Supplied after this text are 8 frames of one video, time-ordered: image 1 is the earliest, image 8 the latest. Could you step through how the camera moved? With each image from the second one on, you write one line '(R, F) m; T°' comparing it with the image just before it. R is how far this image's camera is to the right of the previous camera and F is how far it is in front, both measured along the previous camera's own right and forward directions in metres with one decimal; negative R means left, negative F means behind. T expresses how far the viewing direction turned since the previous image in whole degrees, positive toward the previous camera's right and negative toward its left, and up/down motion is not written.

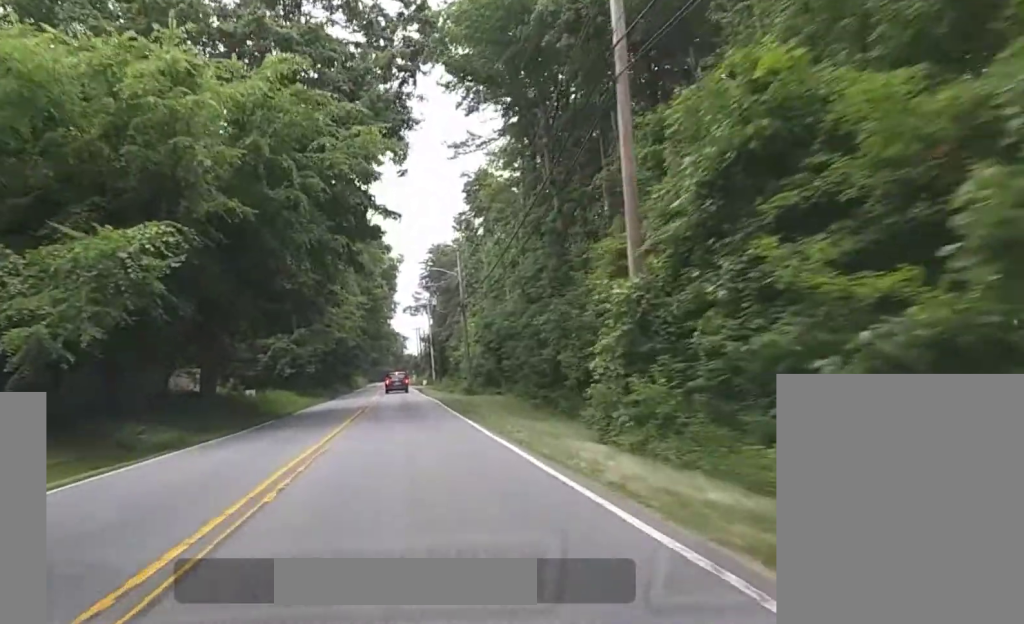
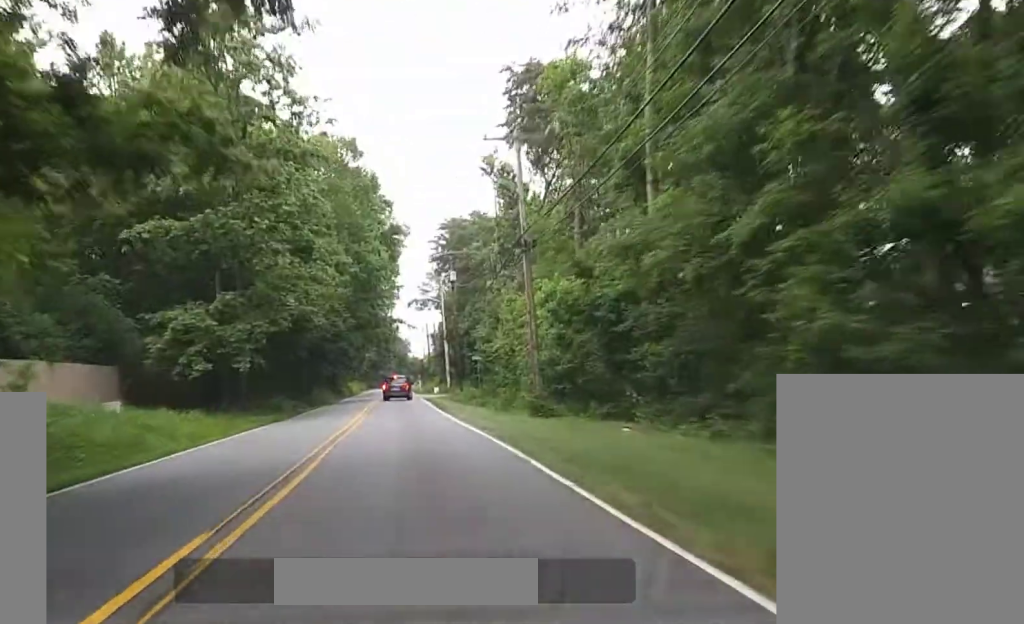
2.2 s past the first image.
(0.0, +35.5) m; 0°
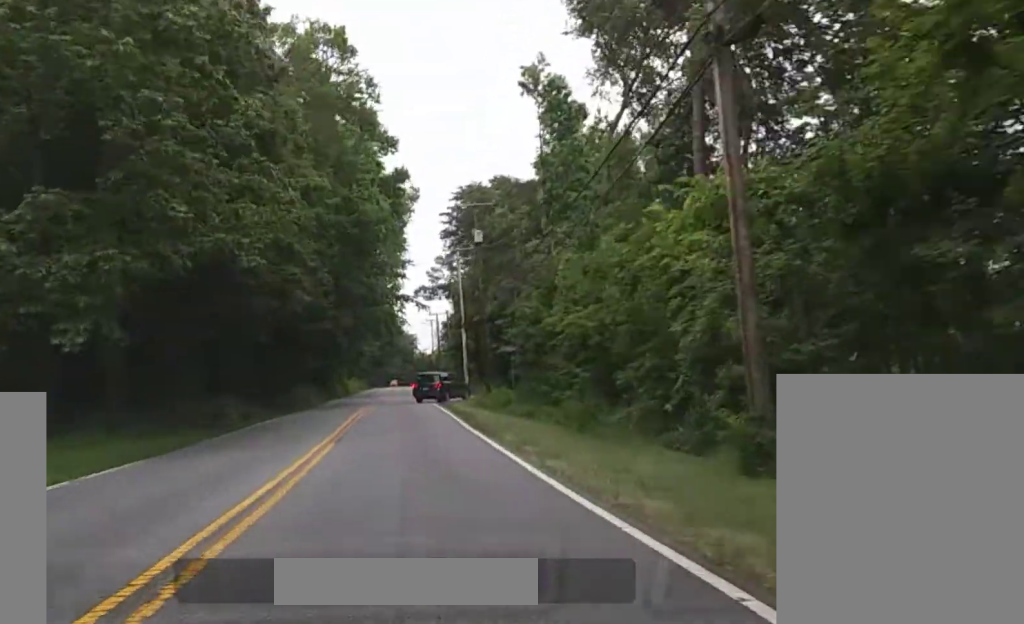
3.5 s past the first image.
(0.0, +22.8) m; 0°
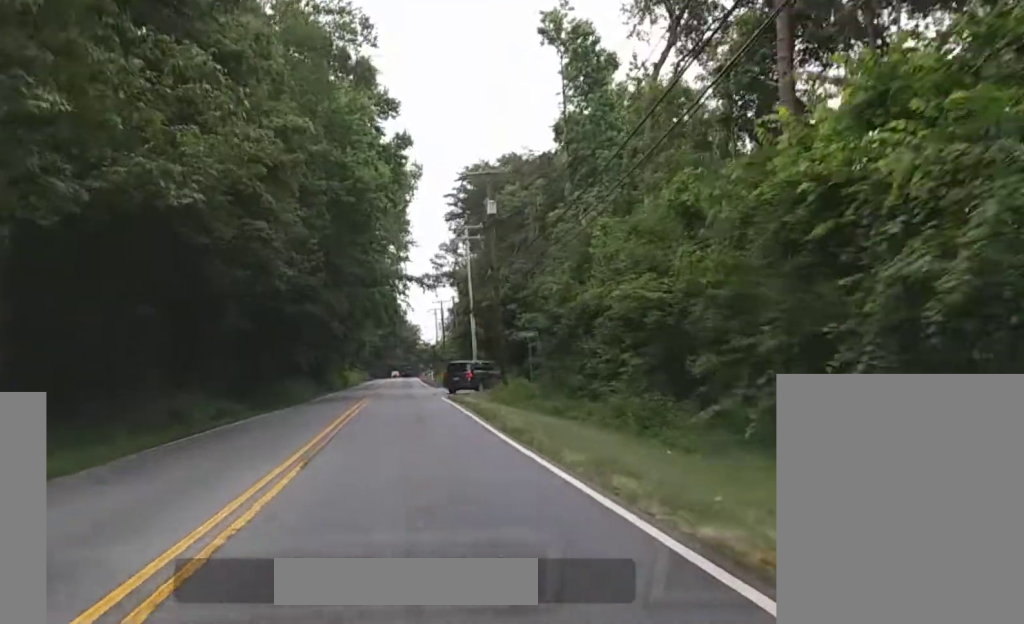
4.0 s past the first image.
(0.0, +8.3) m; 0°
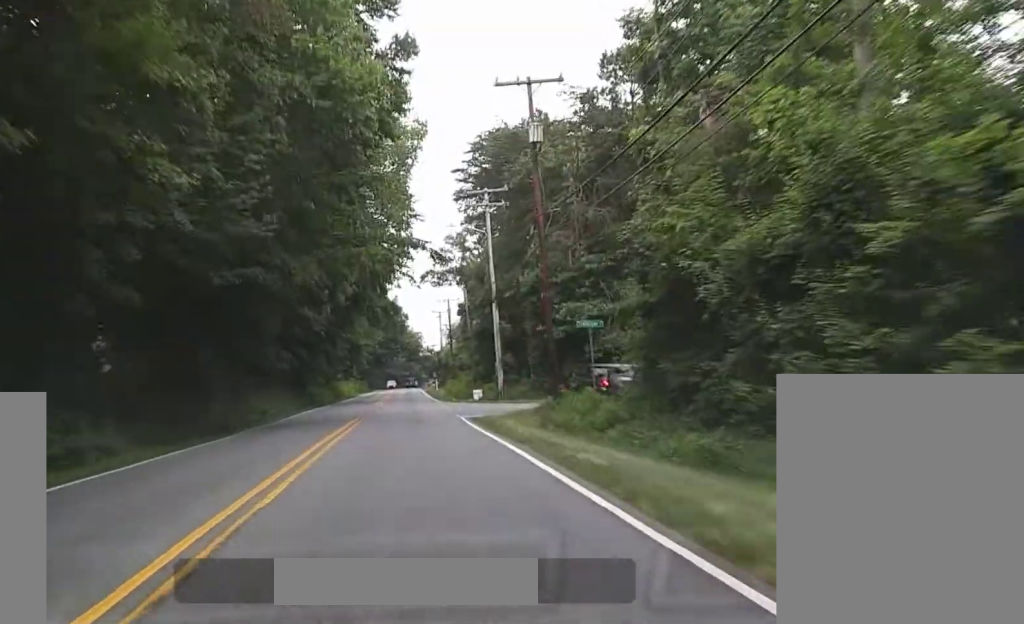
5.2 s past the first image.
(0.0, +19.0) m; 0°
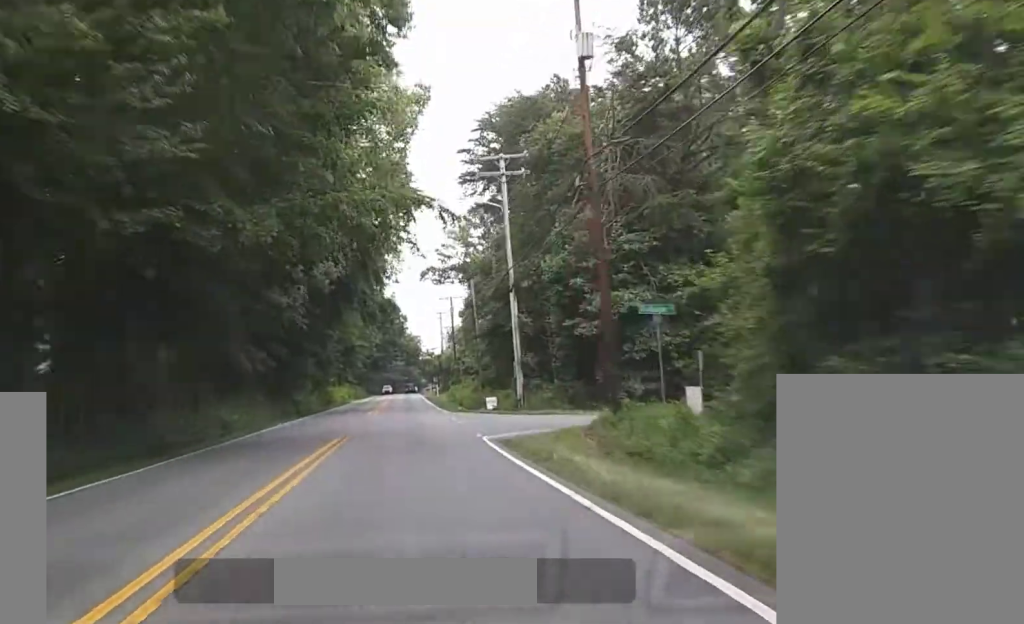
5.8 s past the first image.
(0.0, +9.8) m; 0°
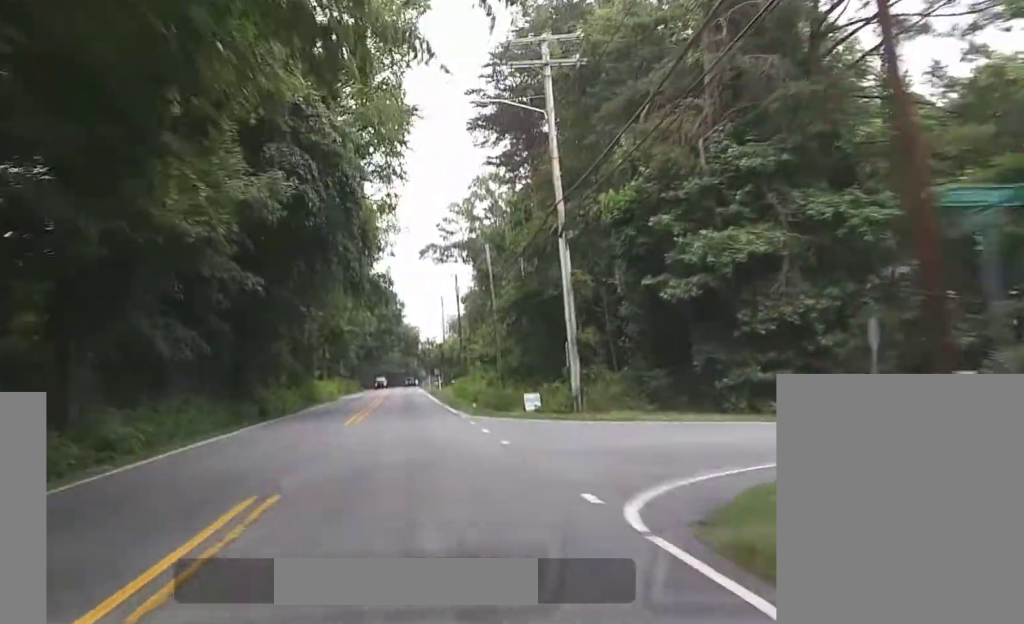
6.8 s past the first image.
(0.0, +16.6) m; -1°
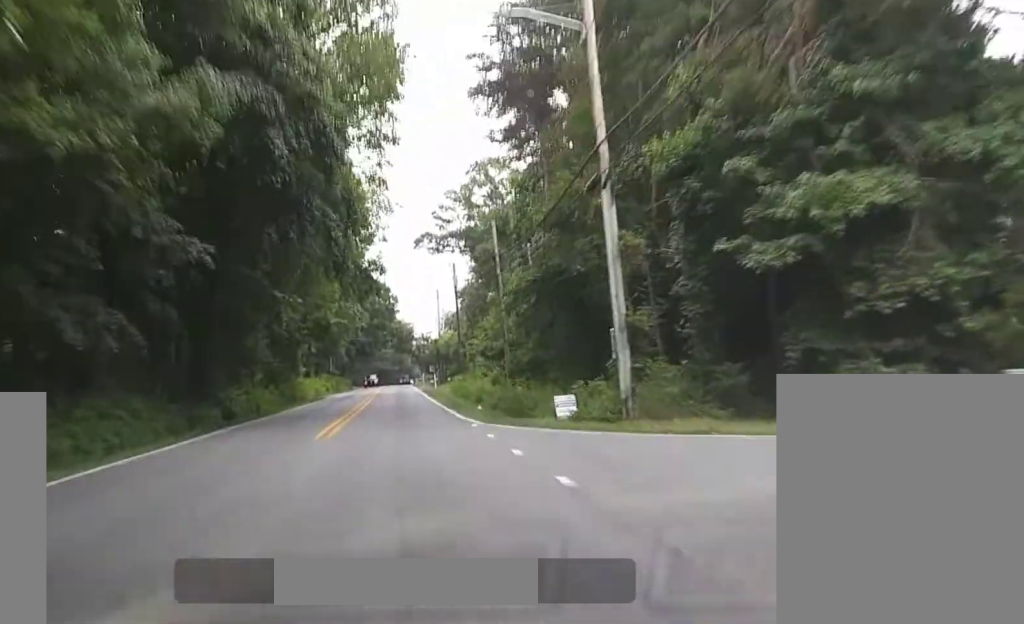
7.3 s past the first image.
(+0.1, +8.2) m; -1°
